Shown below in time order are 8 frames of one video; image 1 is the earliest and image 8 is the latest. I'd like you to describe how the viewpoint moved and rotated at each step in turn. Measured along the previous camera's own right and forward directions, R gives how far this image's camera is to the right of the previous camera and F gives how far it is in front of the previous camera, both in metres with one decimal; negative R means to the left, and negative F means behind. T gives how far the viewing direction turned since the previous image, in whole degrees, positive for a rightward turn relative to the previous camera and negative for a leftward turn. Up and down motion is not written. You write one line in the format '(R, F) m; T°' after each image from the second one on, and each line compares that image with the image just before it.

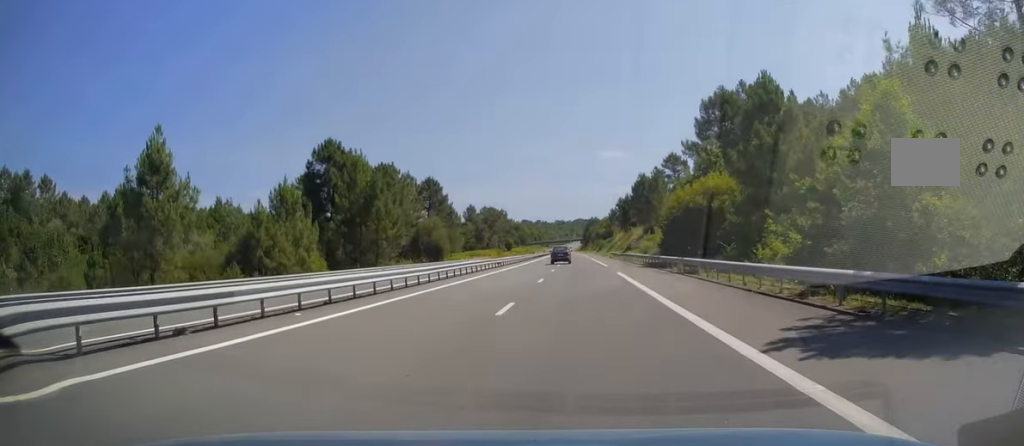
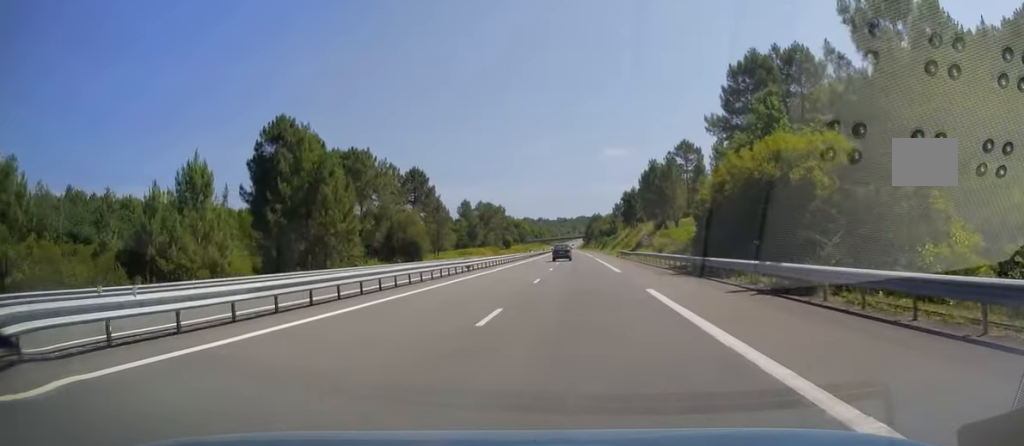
(-0.2, +15.3) m; 0°
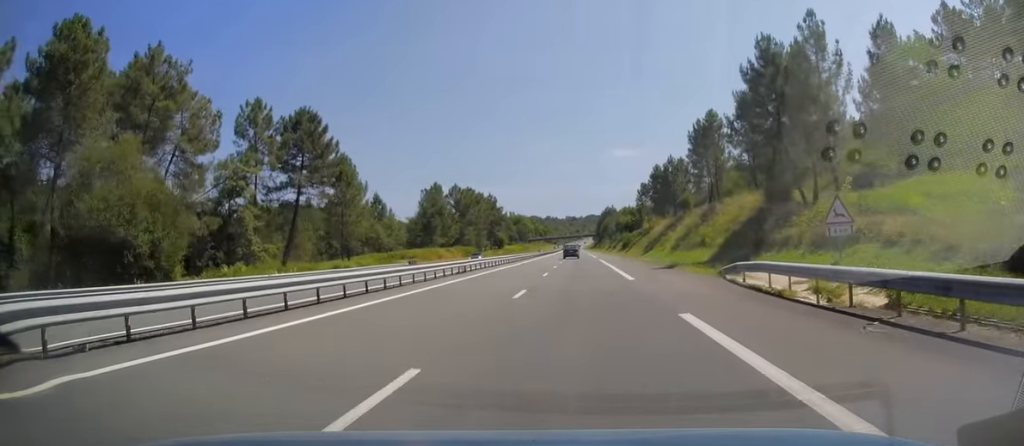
(-0.4, +59.6) m; -1°
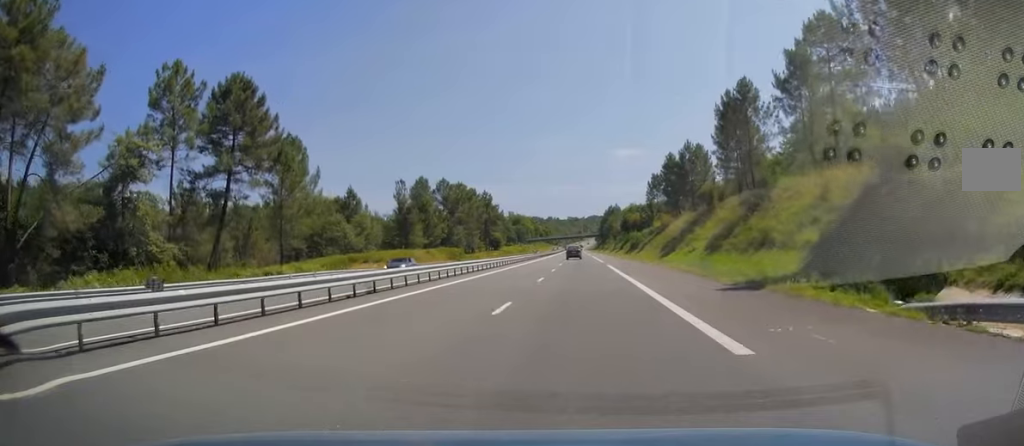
(0.0, +17.2) m; 0°
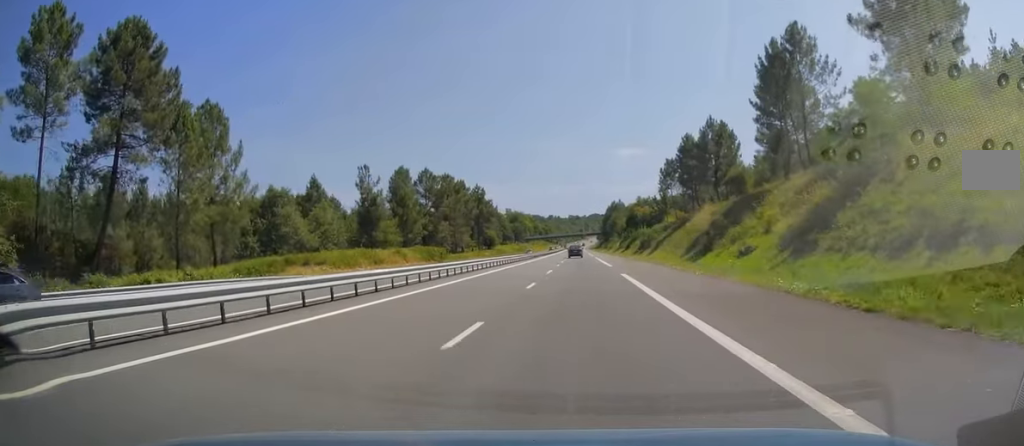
(-0.2, +17.7) m; 0°
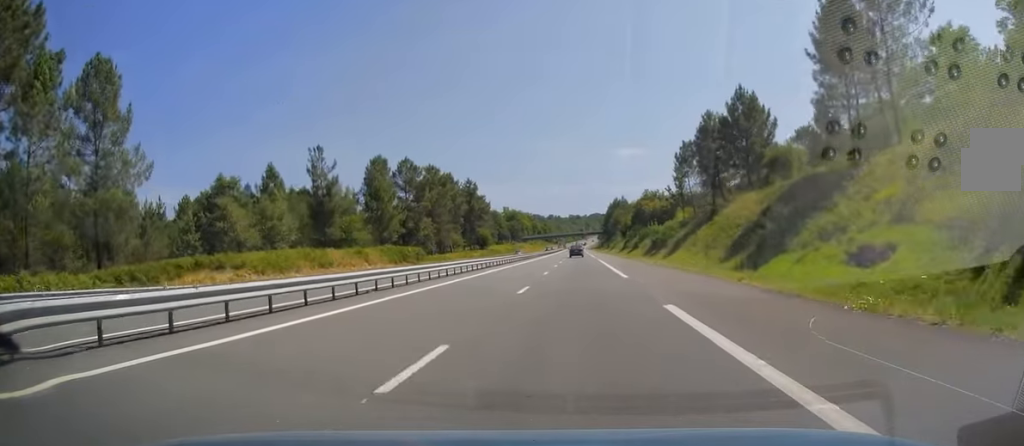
(+0.1, +15.7) m; 0°
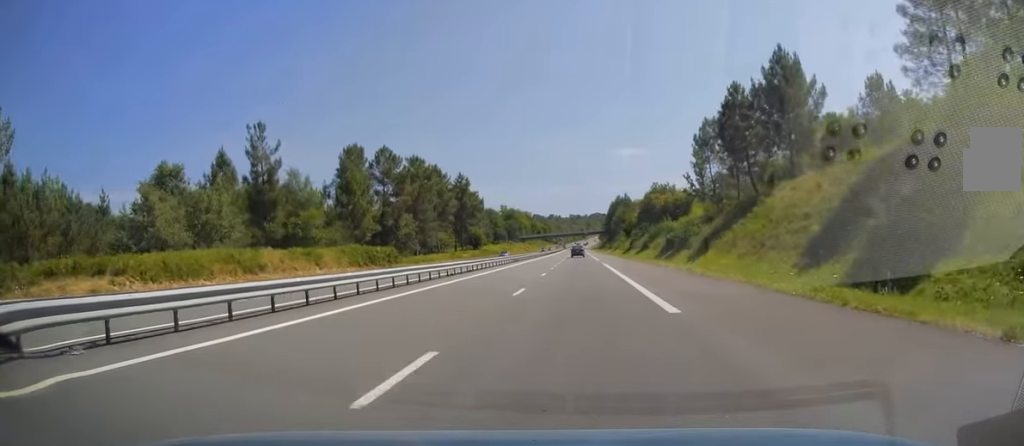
(+0.2, +13.8) m; 0°
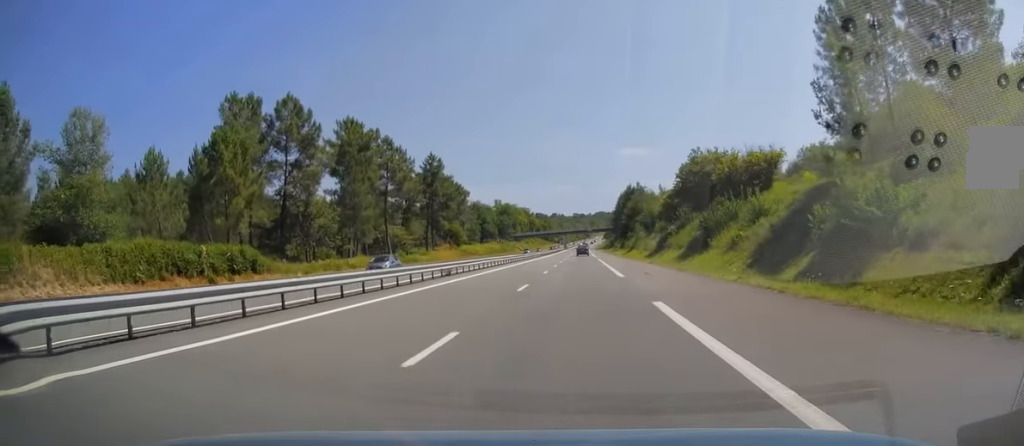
(-0.4, +37.4) m; 0°
